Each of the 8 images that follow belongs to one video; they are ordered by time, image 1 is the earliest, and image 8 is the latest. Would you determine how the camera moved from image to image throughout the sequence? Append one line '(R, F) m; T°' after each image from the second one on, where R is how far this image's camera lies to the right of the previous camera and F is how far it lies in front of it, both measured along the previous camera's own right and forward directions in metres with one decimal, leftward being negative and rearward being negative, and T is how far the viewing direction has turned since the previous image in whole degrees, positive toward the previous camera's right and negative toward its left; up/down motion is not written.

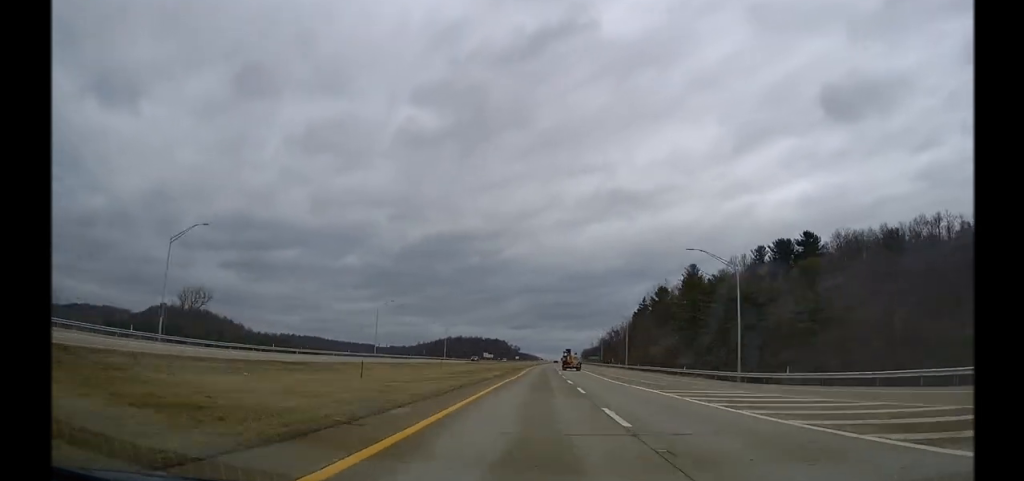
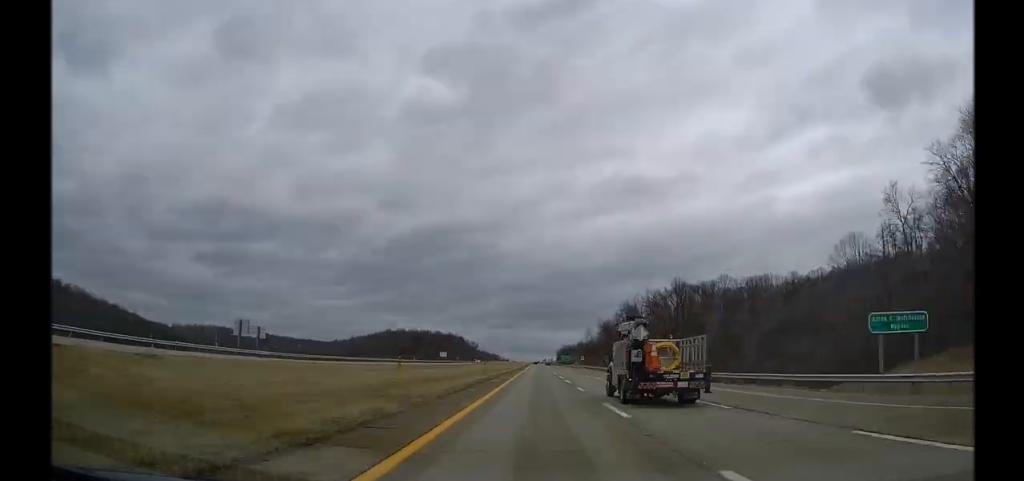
(+5.9, +248.6) m; +1°
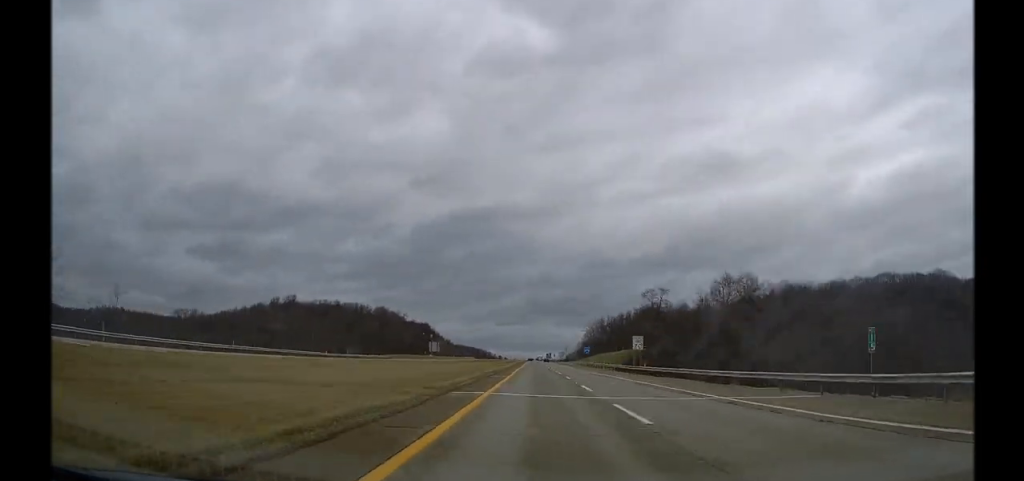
(+1.5, +371.3) m; 0°
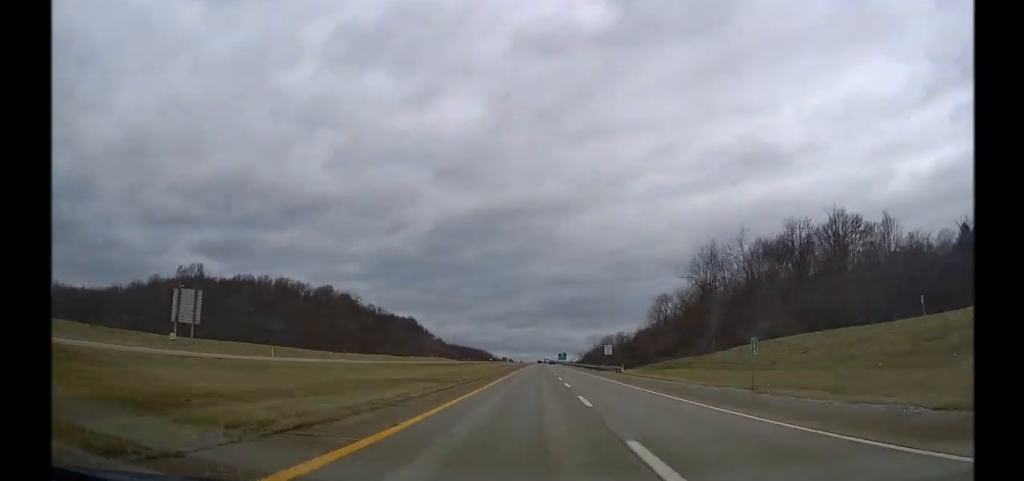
(0.0, +160.3) m; 0°
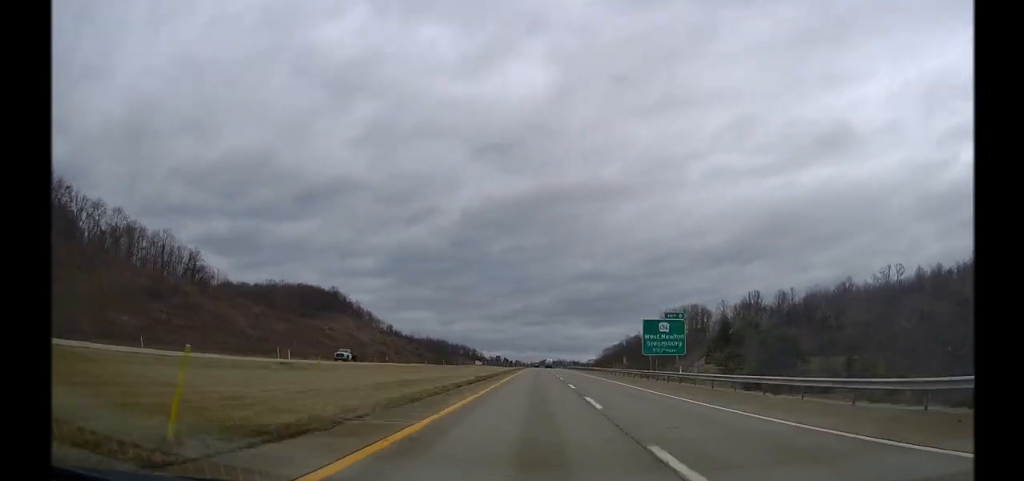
(-0.1, +288.2) m; 0°
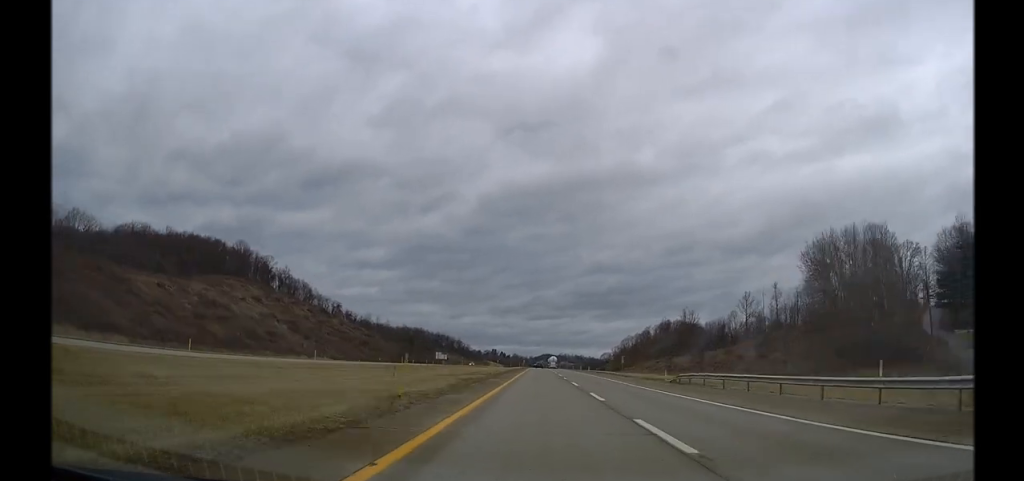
(-0.1, +145.6) m; 0°
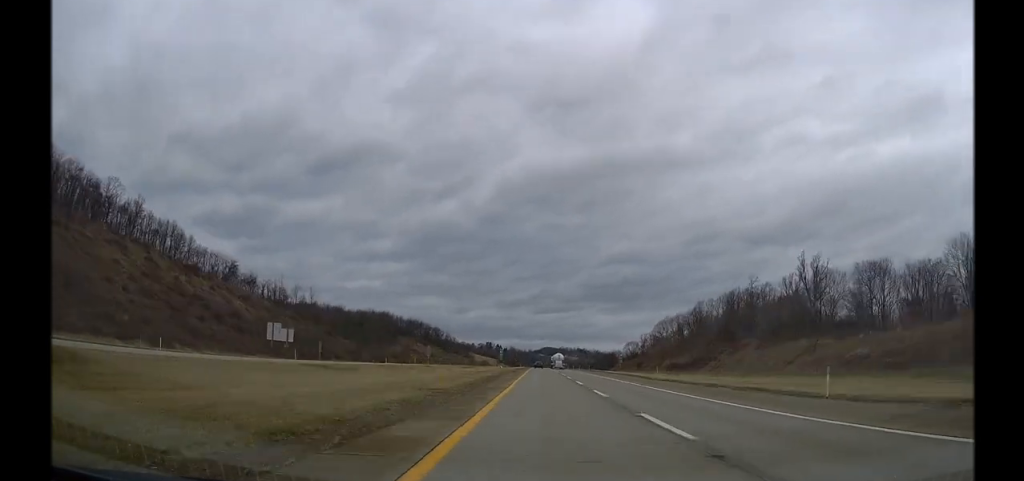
(-0.3, +143.1) m; 0°
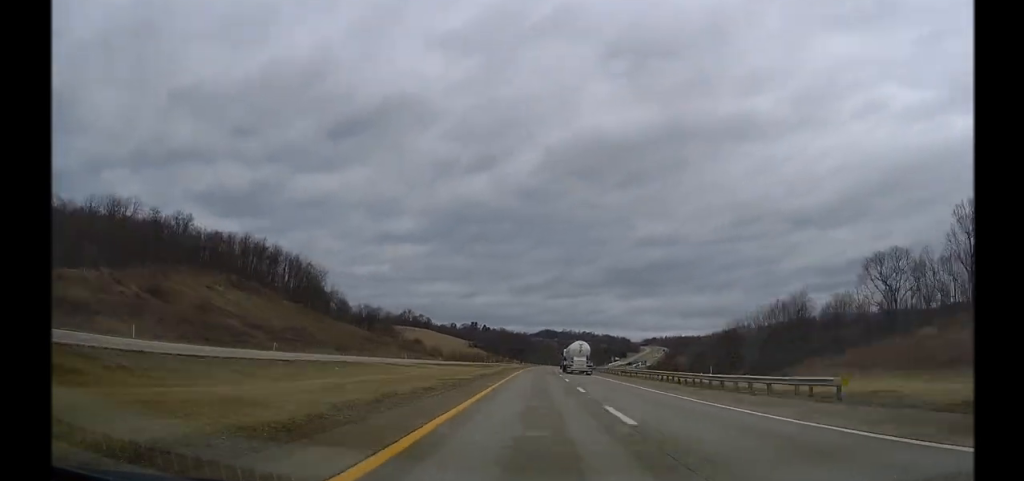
(+7.3, +333.3) m; +5°
